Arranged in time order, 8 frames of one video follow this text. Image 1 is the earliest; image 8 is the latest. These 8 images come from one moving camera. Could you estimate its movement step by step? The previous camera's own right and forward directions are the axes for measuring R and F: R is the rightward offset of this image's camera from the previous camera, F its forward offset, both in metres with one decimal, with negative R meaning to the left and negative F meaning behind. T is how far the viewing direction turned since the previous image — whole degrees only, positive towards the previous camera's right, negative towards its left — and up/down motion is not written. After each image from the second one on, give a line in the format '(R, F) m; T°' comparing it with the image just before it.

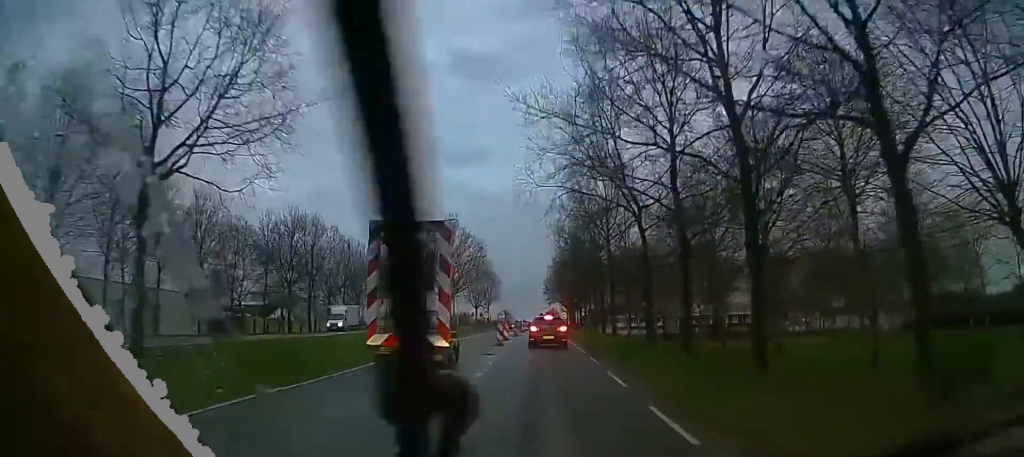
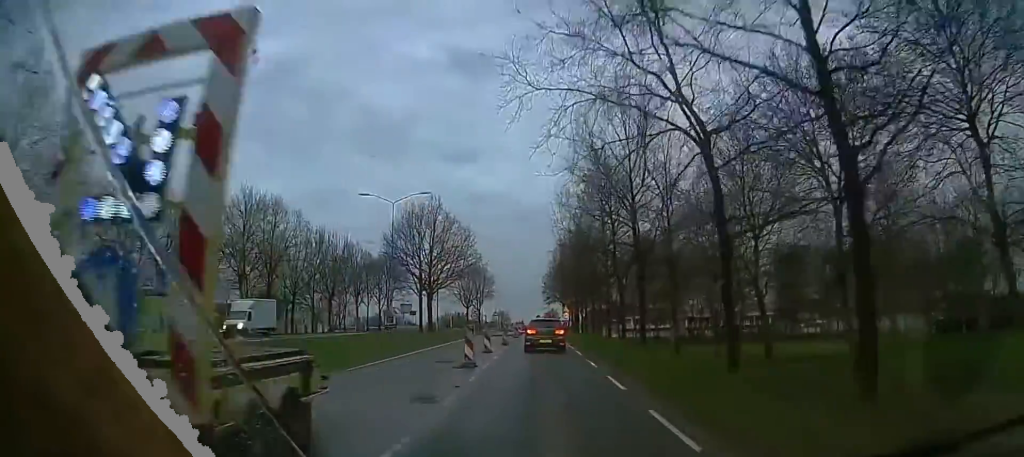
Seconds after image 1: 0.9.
(-0.3, +9.7) m; -3°
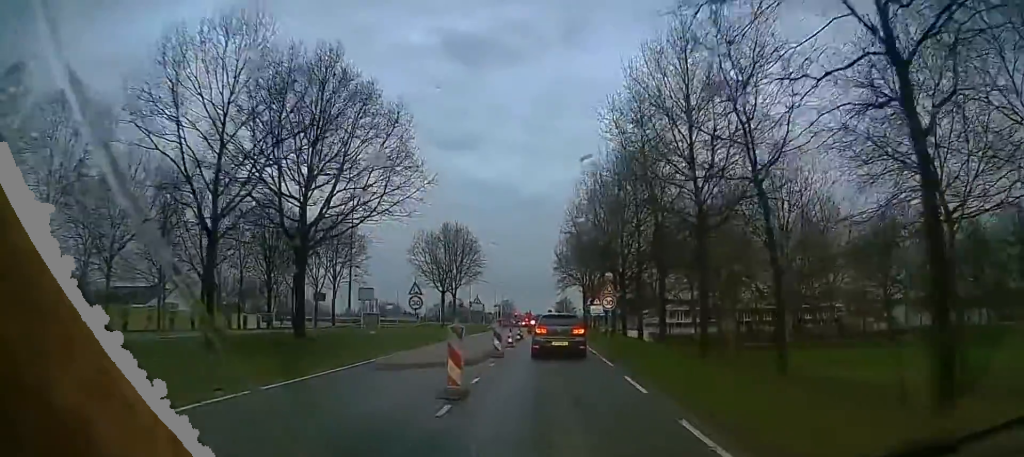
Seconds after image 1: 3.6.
(-1.0, +28.8) m; -3°
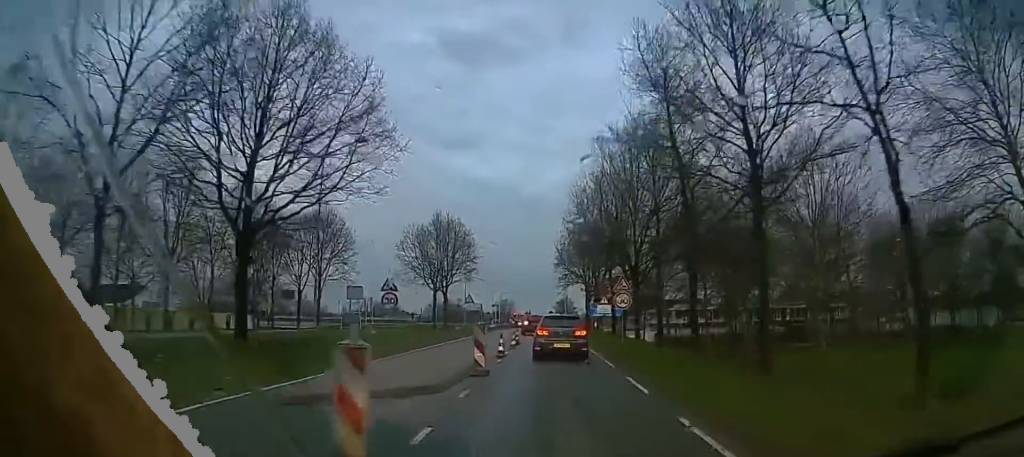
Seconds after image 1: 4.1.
(0.0, +5.2) m; 0°
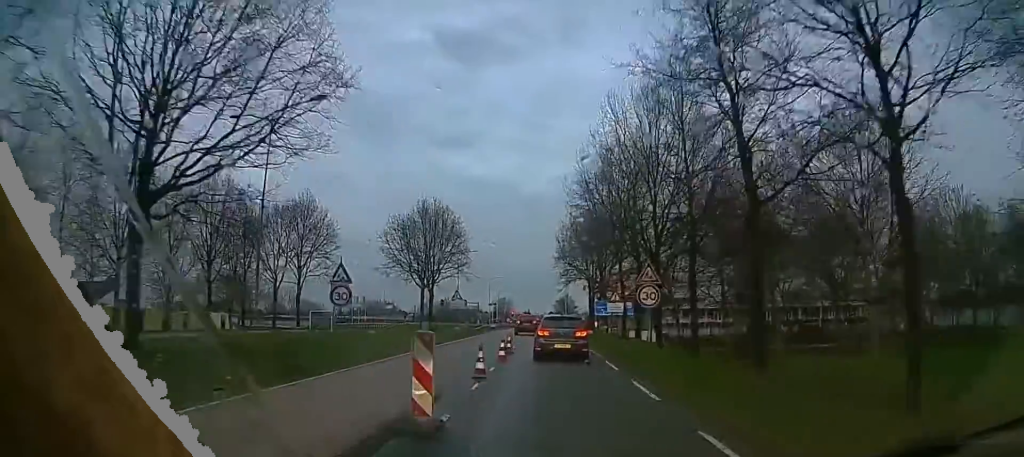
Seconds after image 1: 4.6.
(0.0, +6.1) m; 0°
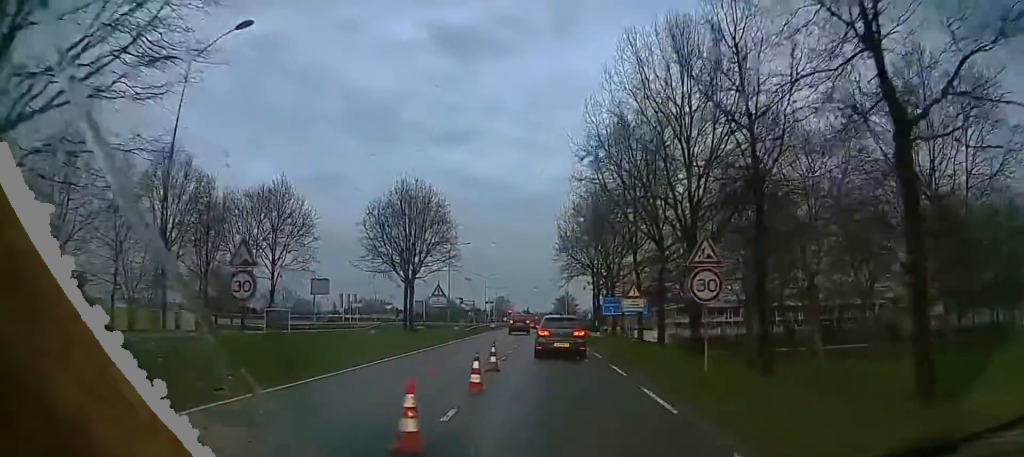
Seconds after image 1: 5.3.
(0.0, +7.0) m; 0°
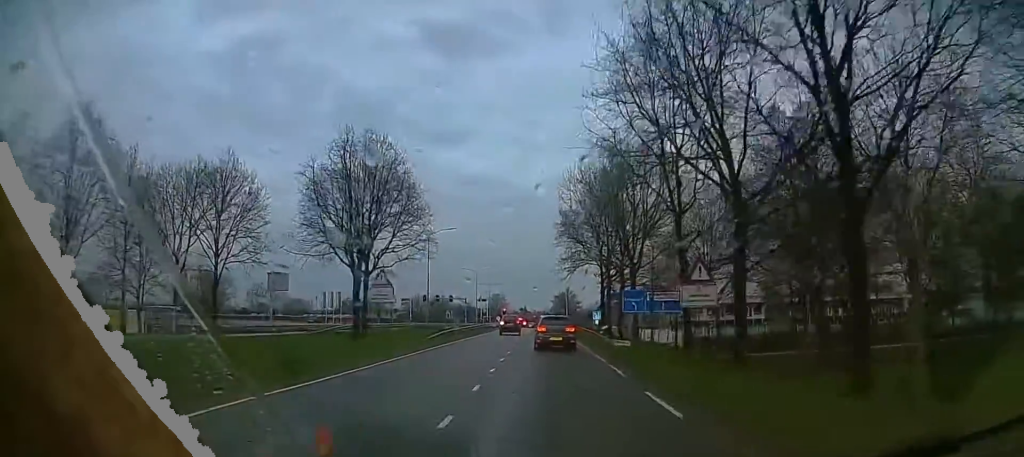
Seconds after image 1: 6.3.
(0.0, +11.5) m; +1°
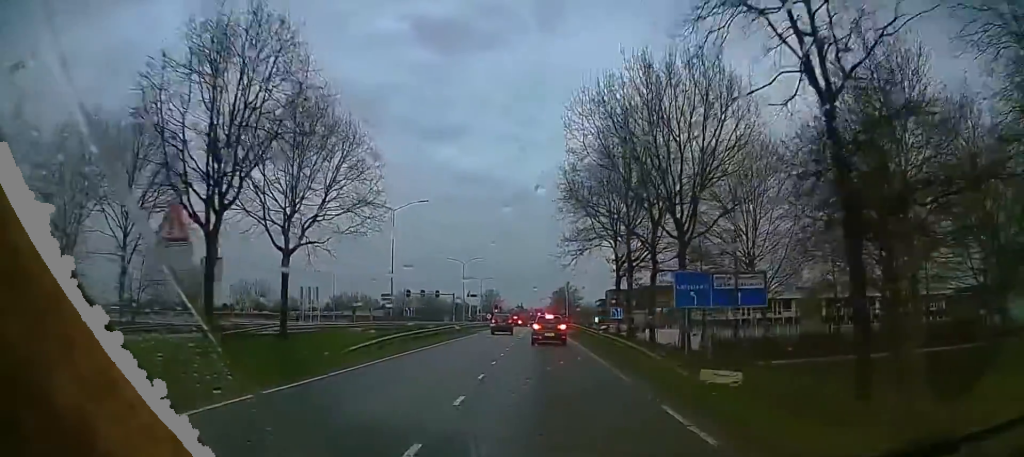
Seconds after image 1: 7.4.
(+0.3, +12.5) m; +2°
